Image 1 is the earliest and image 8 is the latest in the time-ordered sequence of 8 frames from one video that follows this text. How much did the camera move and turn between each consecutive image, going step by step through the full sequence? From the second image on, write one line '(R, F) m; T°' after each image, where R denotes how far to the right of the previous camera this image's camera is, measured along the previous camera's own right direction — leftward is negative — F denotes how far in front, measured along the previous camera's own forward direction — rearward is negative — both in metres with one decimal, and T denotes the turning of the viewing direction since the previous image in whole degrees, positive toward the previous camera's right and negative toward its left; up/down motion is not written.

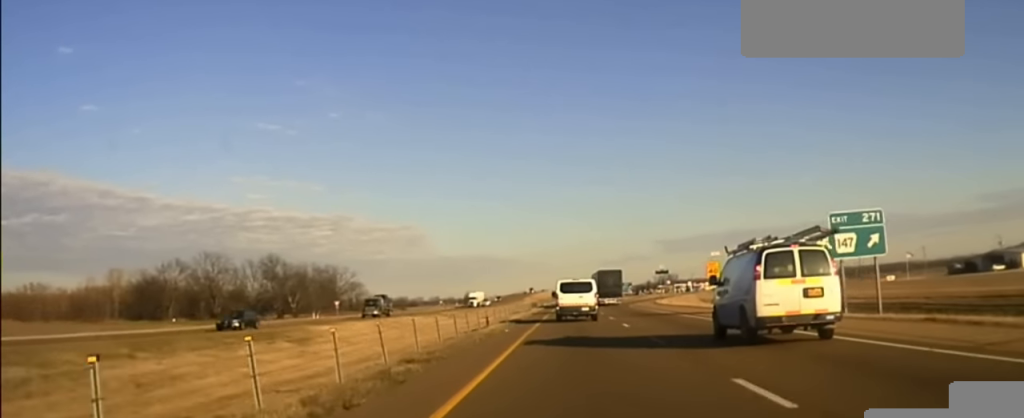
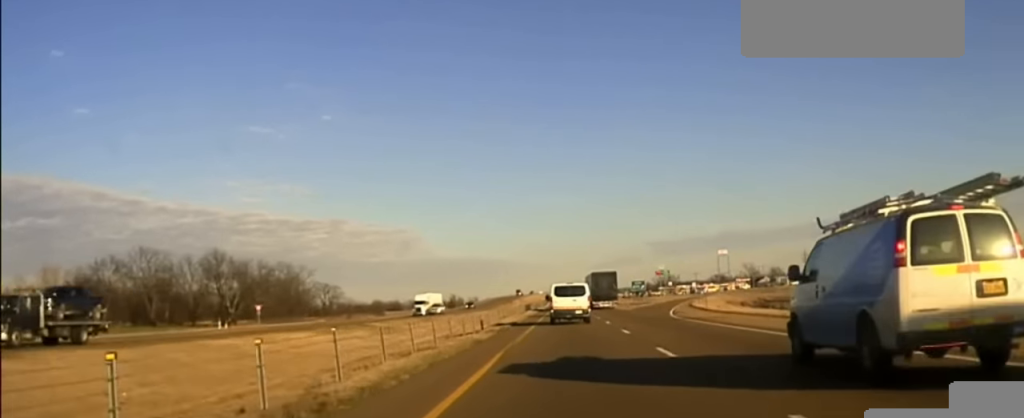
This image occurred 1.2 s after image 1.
(+0.2, +30.3) m; +1°
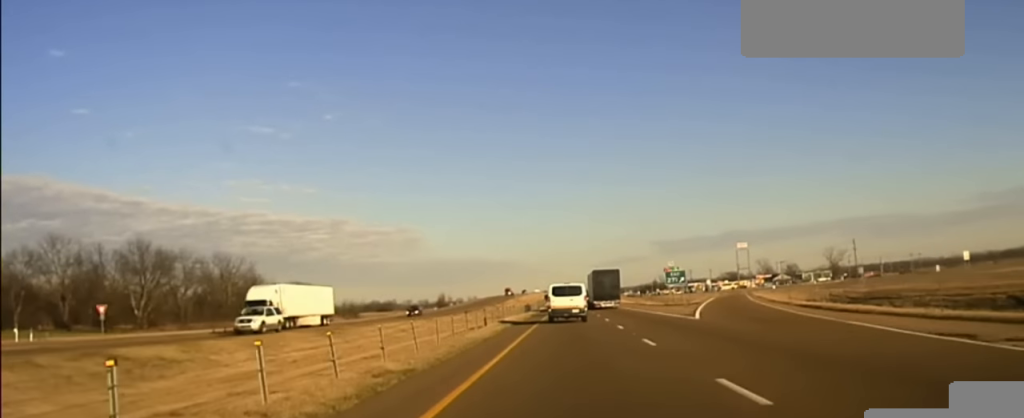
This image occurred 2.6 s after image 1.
(+0.2, +36.0) m; 0°
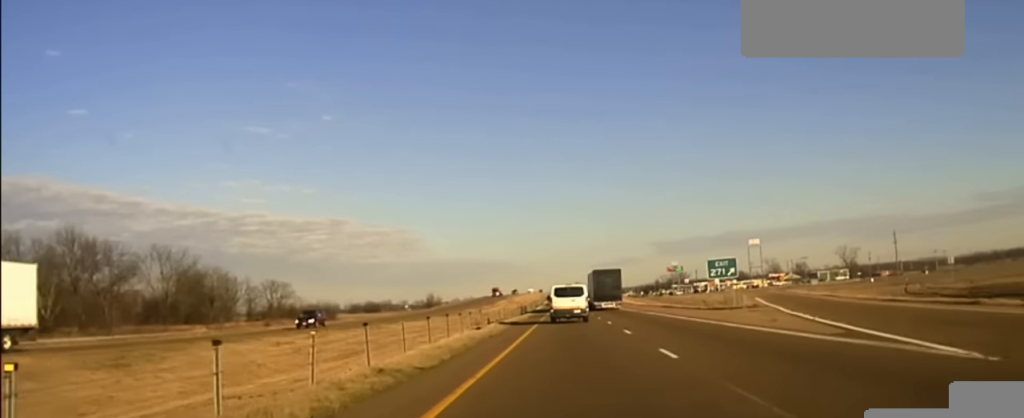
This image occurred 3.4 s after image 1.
(-0.2, +26.1) m; 0°
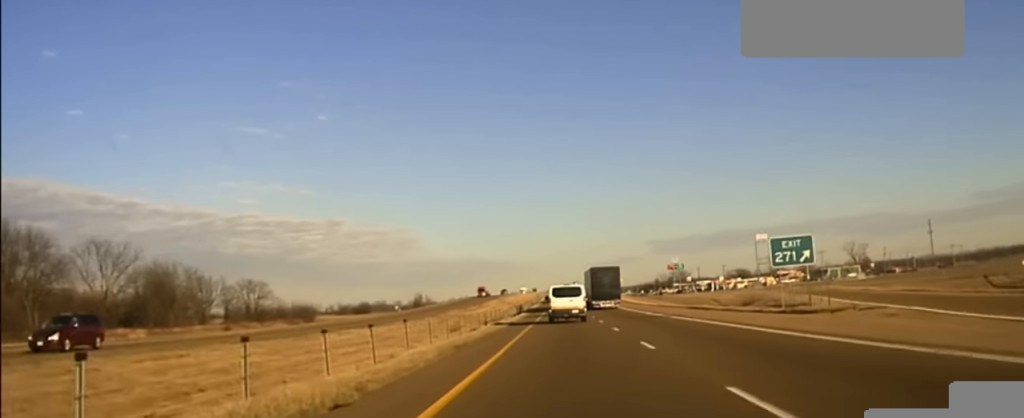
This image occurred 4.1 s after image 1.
(-0.3, +22.0) m; 0°
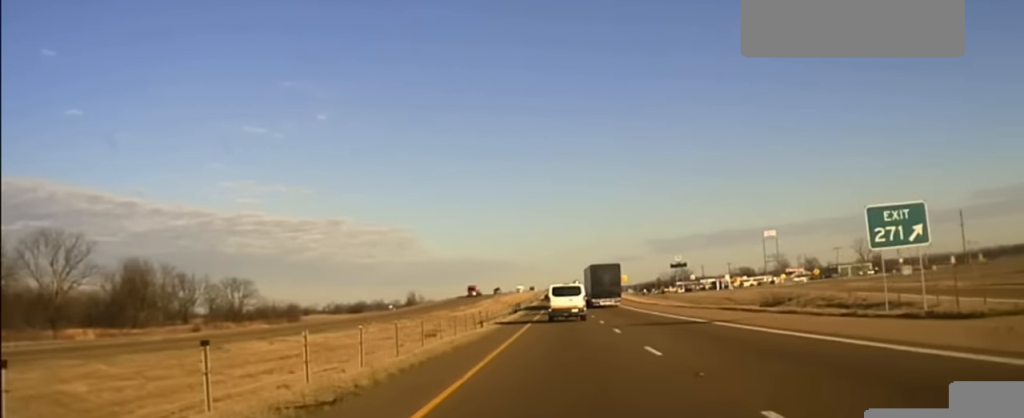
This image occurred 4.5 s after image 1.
(+0.2, +17.7) m; 0°
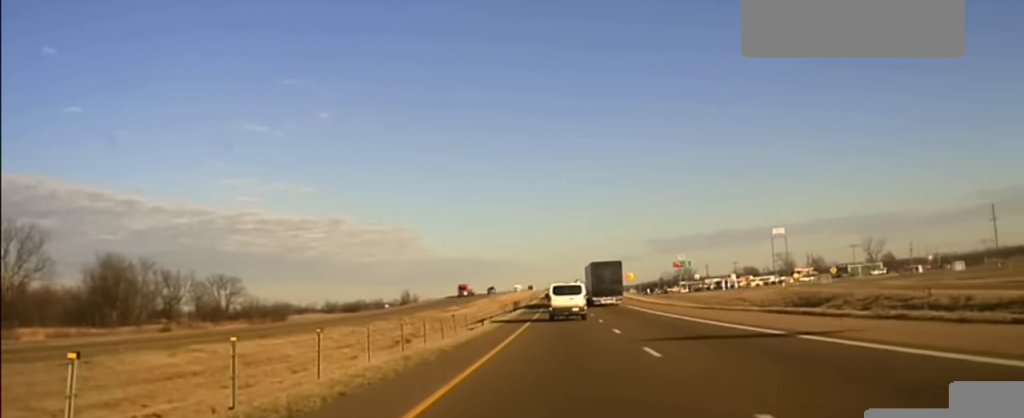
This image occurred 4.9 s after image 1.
(+0.1, +16.3) m; 0°
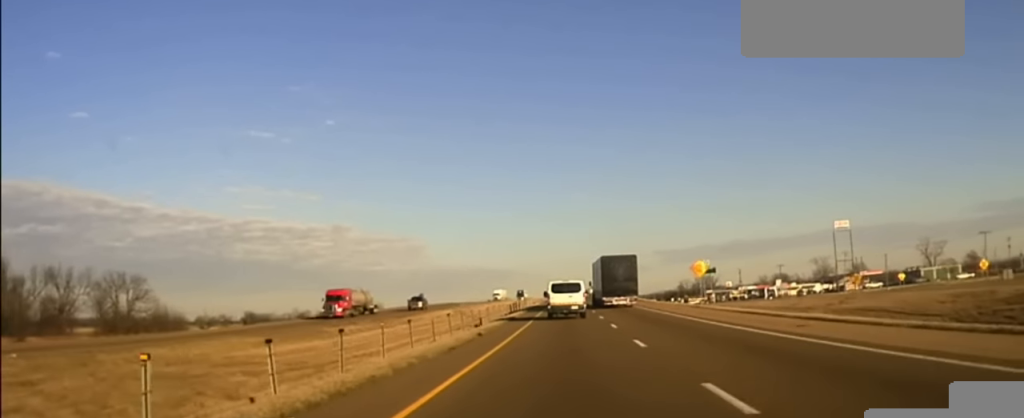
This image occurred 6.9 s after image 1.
(-0.5, +84.6) m; -1°
